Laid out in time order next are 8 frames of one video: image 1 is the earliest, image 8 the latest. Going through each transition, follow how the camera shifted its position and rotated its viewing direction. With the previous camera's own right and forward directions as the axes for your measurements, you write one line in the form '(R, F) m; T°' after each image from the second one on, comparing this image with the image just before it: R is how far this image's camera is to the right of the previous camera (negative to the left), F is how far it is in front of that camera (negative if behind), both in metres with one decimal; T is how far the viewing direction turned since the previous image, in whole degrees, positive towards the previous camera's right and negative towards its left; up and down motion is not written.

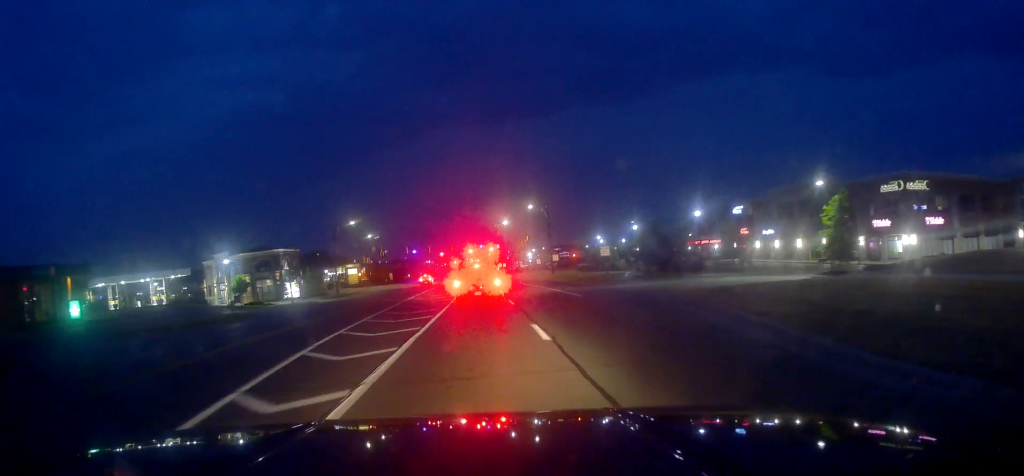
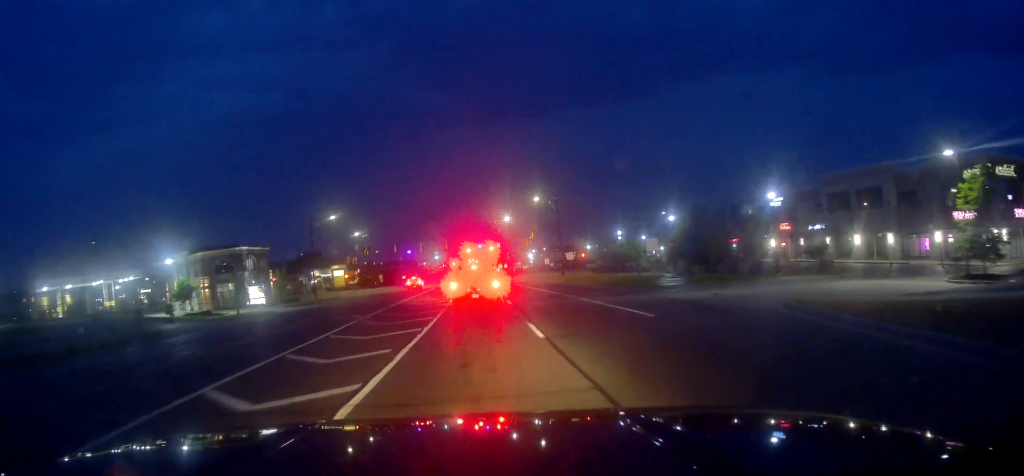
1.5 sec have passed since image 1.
(+0.4, +14.5) m; +2°
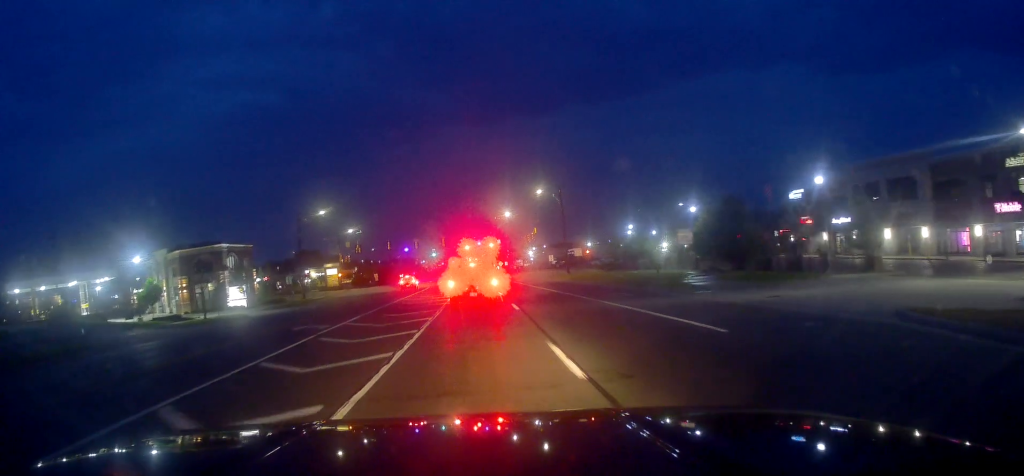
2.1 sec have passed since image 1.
(0.0, +6.3) m; 0°
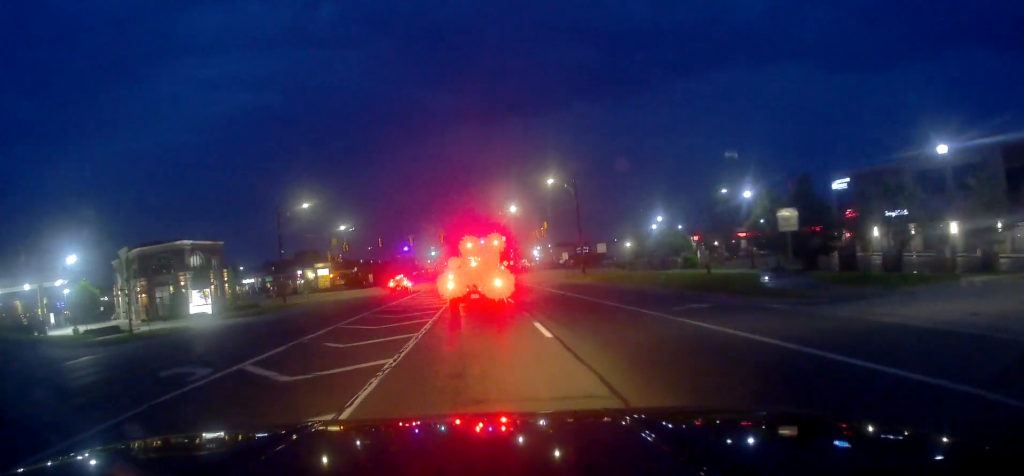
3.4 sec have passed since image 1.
(0.0, +11.3) m; 0°
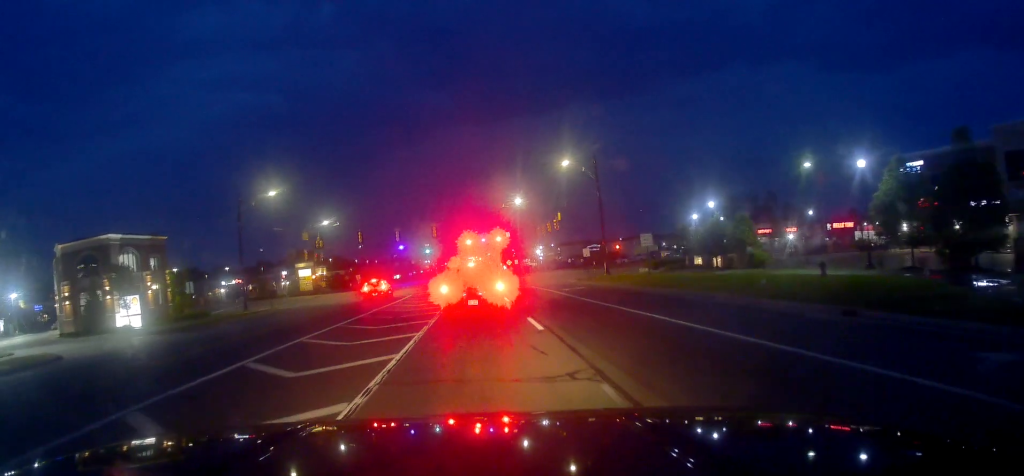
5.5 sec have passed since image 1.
(0.0, +15.5) m; 0°
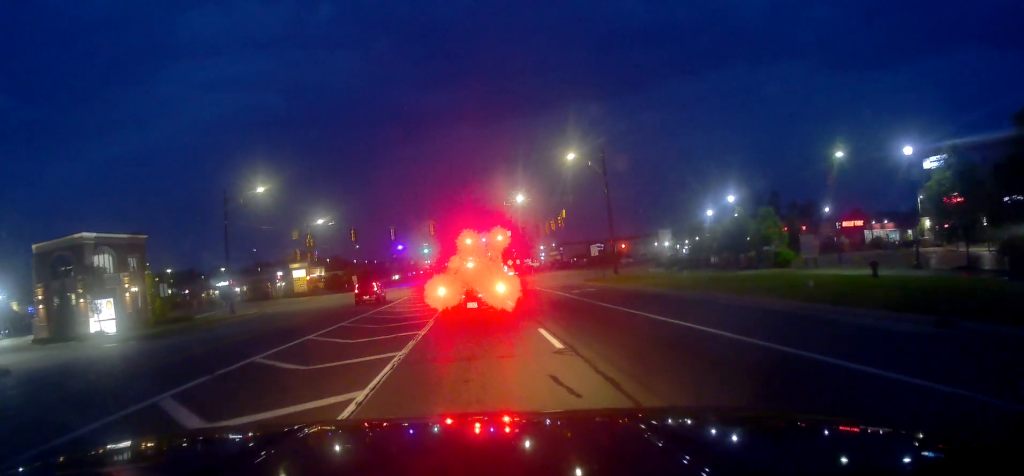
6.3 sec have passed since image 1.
(0.0, +4.6) m; 0°
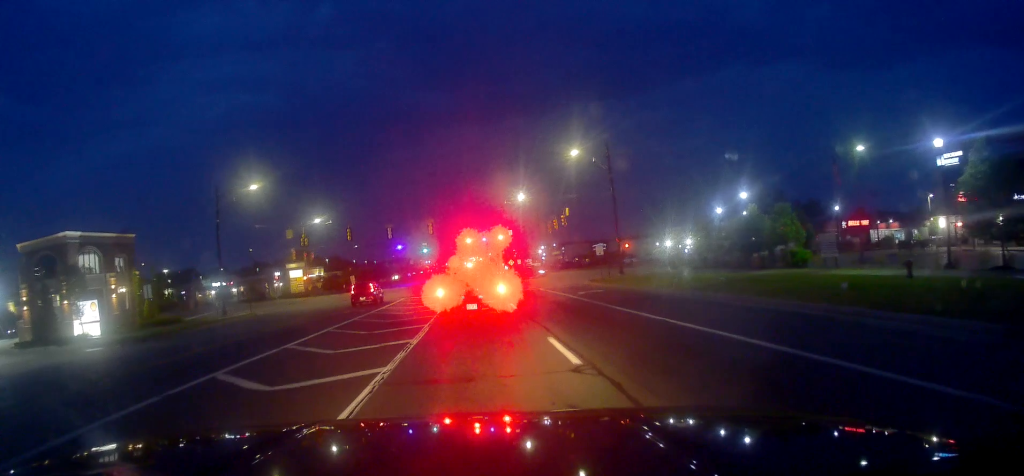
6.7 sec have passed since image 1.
(0.0, +2.6) m; 0°
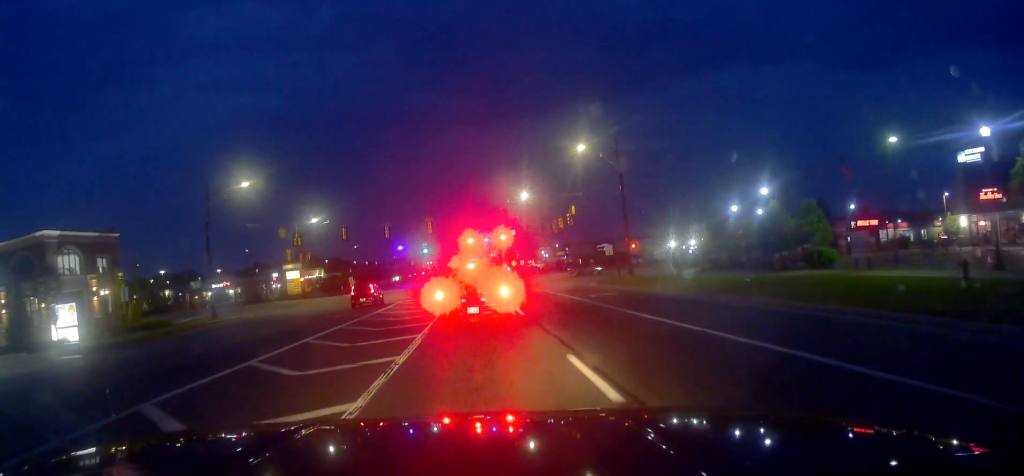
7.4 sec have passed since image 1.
(0.0, +3.0) m; 0°
